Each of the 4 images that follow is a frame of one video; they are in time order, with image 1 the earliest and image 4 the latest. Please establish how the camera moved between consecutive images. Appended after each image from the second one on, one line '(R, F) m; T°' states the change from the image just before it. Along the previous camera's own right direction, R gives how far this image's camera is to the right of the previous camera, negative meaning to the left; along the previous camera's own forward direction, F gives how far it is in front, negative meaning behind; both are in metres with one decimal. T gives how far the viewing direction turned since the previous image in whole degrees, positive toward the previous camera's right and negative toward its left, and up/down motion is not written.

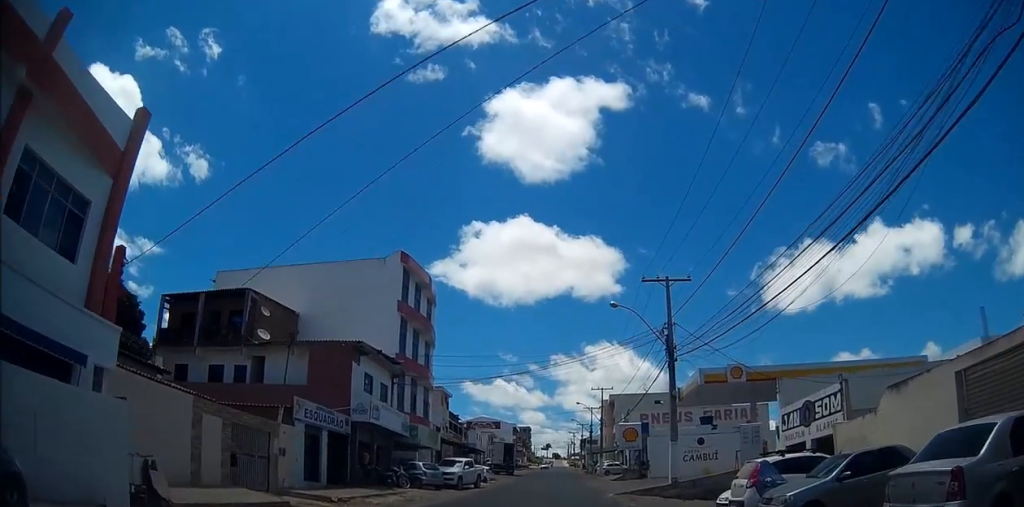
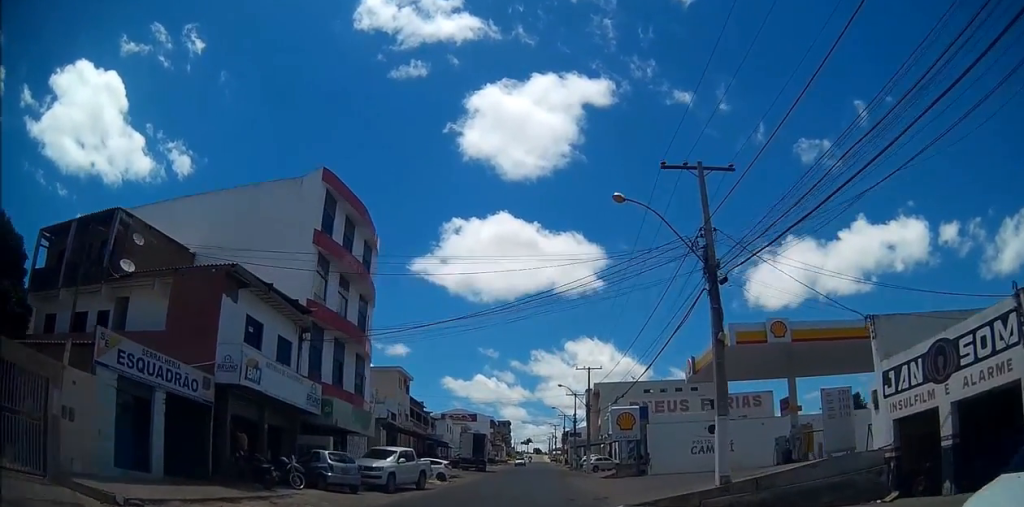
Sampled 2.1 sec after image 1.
(+0.5, +11.6) m; -2°
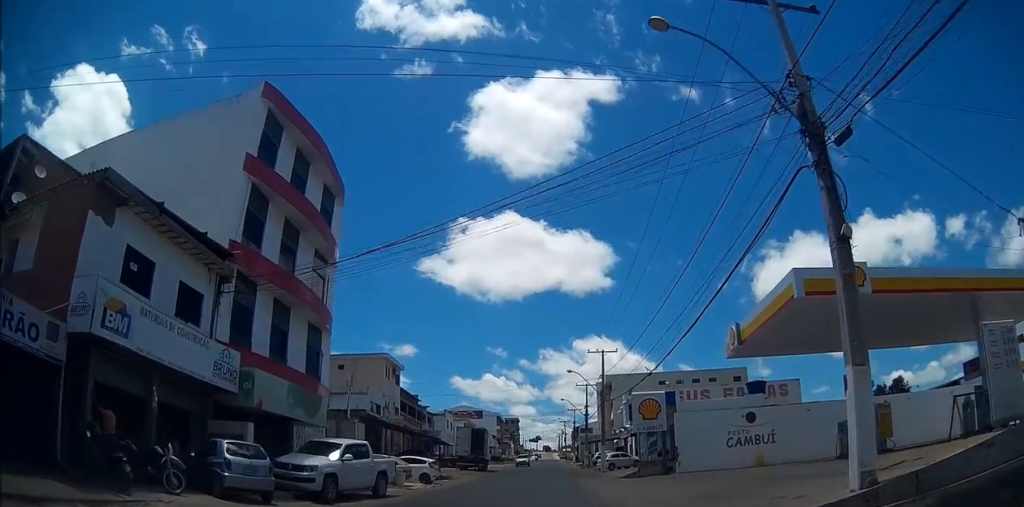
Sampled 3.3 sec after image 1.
(-0.1, +7.2) m; +1°
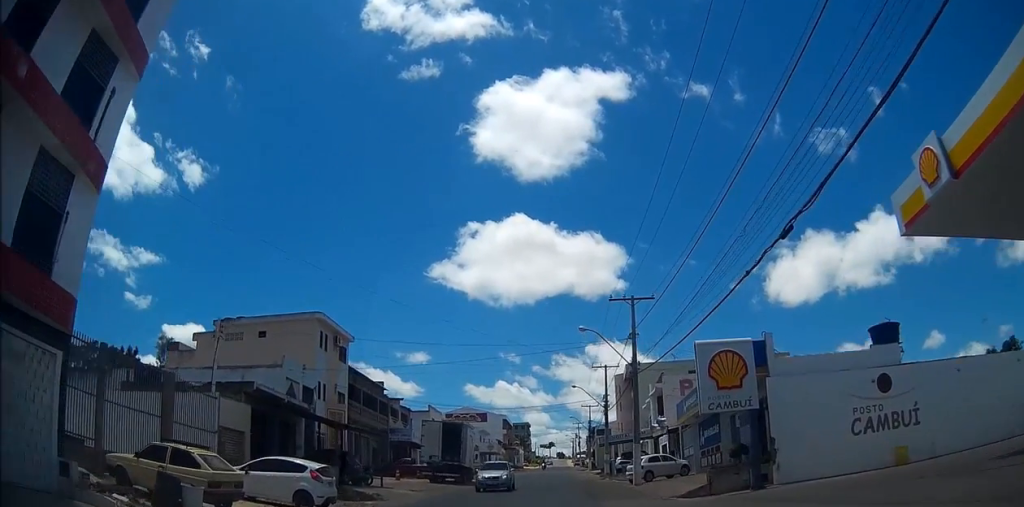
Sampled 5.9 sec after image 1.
(-1.3, +18.0) m; -12°
